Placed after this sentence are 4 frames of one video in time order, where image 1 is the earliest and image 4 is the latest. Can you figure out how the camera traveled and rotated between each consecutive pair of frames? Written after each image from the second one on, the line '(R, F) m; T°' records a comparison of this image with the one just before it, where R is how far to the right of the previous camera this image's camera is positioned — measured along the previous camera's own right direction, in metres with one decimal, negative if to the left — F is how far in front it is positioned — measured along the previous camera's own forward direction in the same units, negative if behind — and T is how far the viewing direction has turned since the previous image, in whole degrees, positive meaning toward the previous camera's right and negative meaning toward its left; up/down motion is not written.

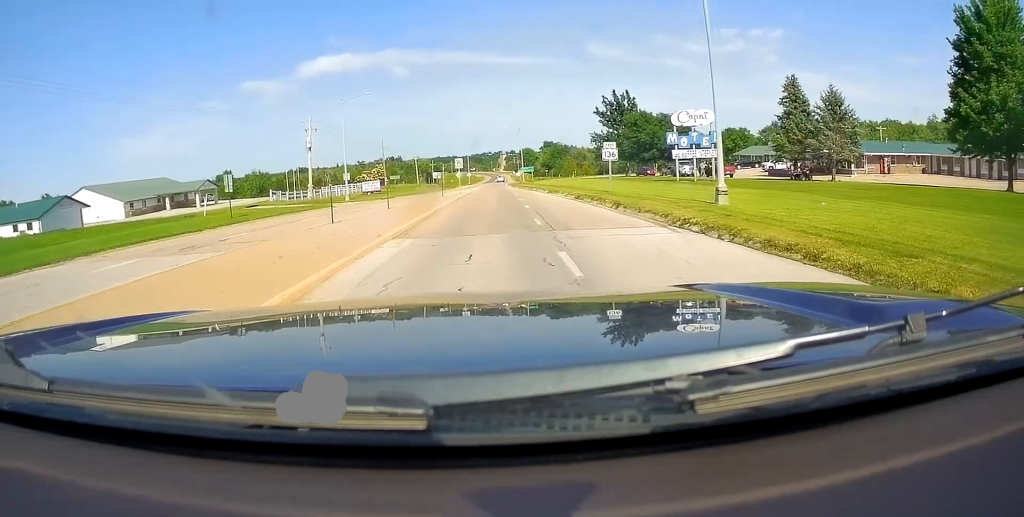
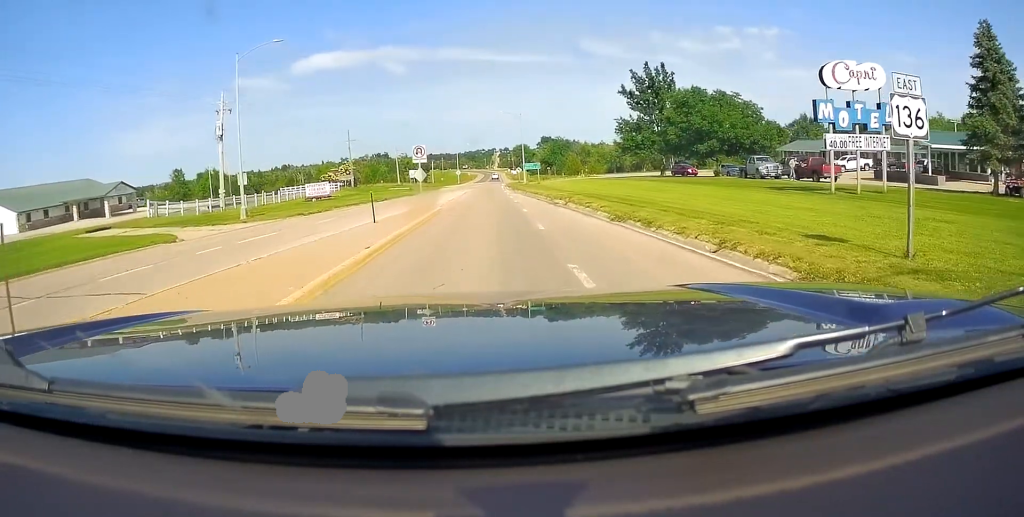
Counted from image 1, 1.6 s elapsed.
(-0.3, +21.8) m; -2°
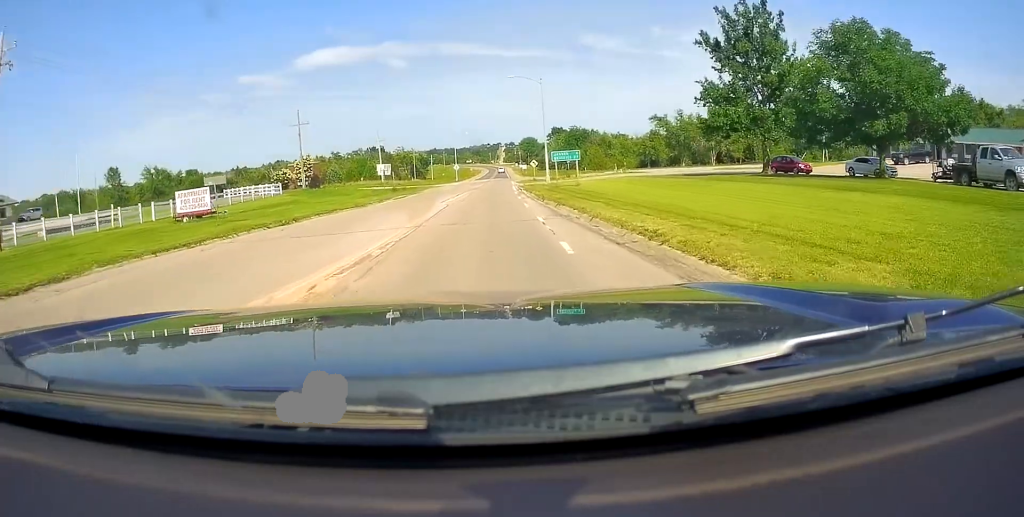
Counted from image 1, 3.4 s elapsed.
(+0.2, +26.0) m; 0°
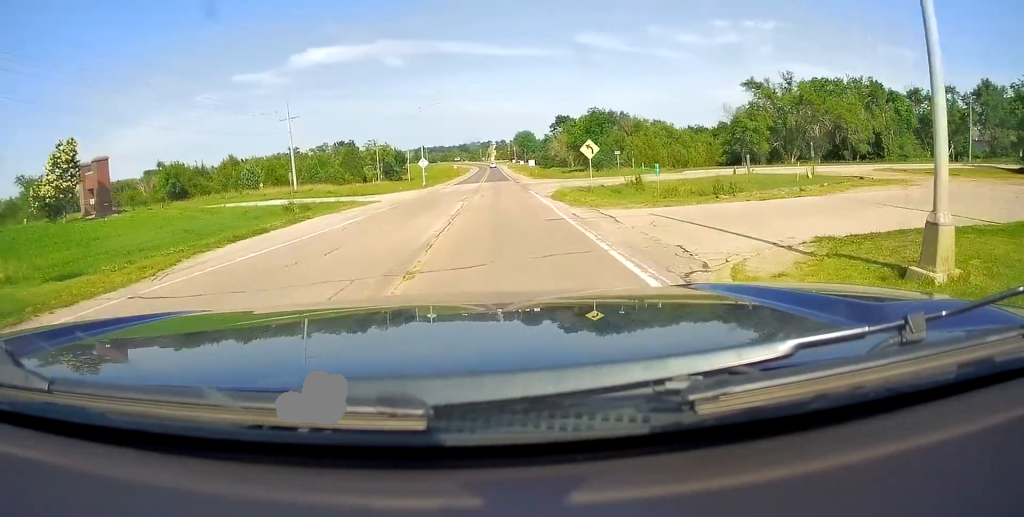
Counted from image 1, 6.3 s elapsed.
(-0.4, +45.5) m; -1°
